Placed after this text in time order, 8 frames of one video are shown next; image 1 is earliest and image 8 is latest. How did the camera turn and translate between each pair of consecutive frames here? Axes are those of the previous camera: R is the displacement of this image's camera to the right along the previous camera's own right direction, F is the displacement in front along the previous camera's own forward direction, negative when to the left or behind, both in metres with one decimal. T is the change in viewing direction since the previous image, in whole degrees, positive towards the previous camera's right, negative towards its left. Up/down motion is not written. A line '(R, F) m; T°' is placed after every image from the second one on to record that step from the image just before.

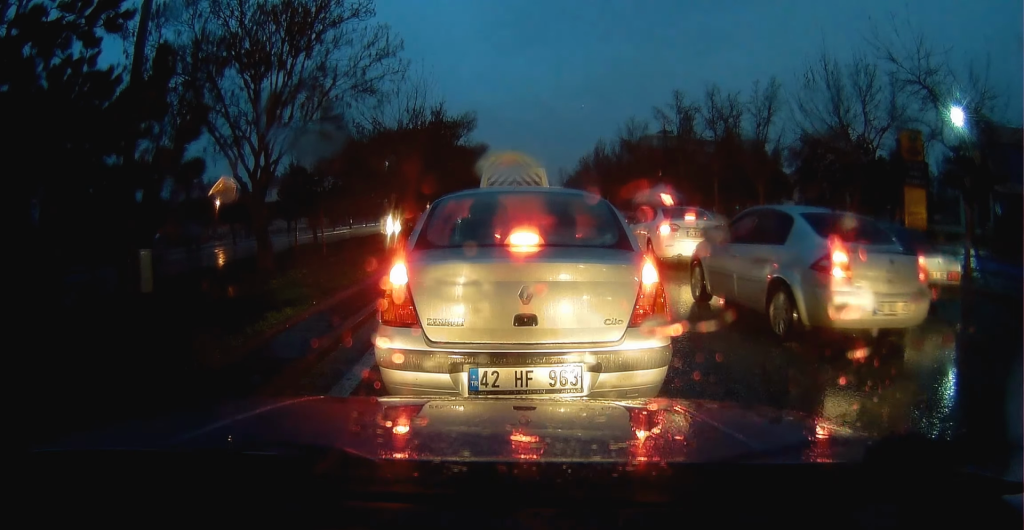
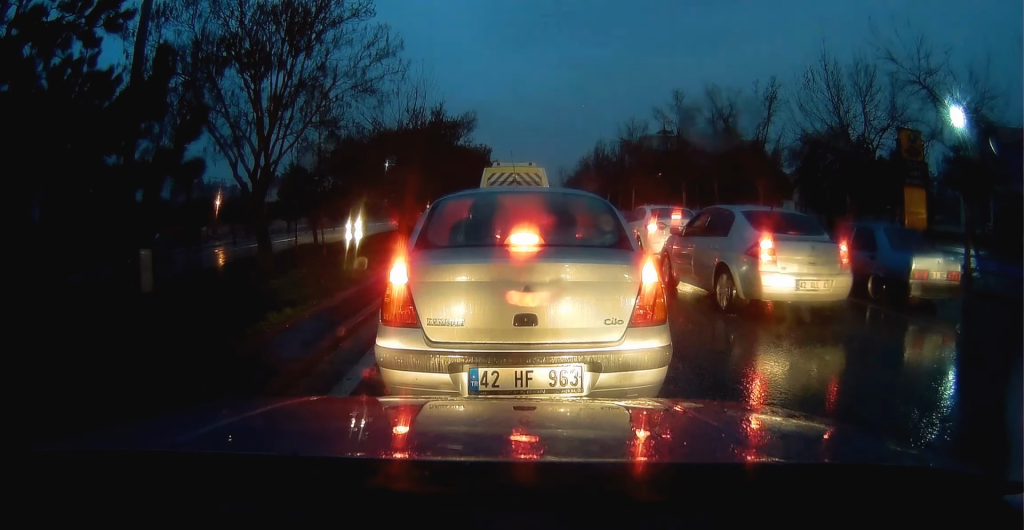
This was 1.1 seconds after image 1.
(0.0, 0.0) m; 0°
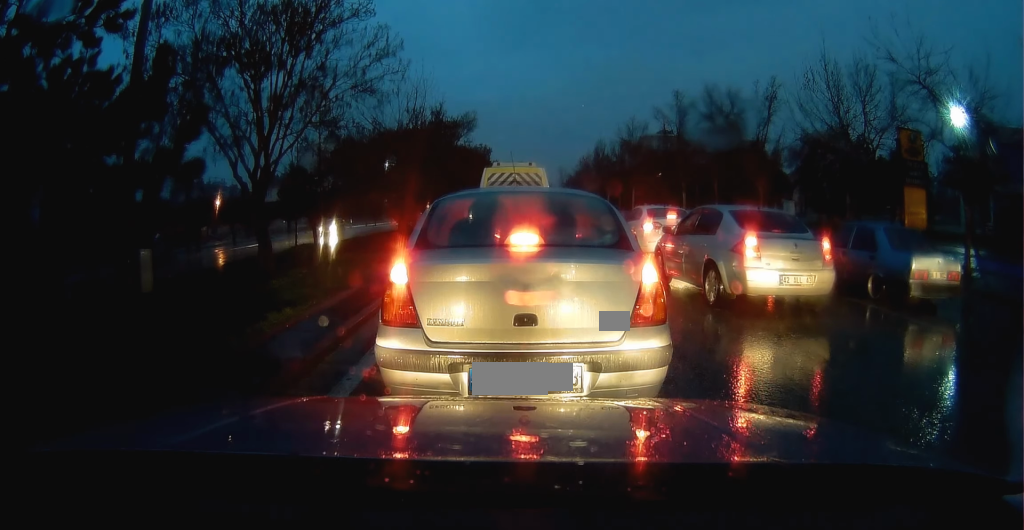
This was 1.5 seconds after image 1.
(0.0, 0.0) m; 0°
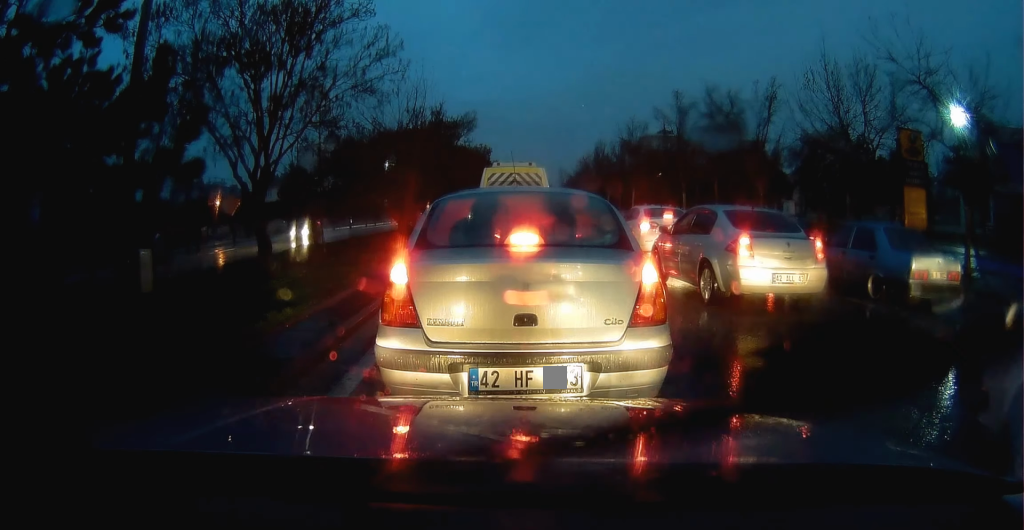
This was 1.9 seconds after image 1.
(0.0, 0.0) m; 0°
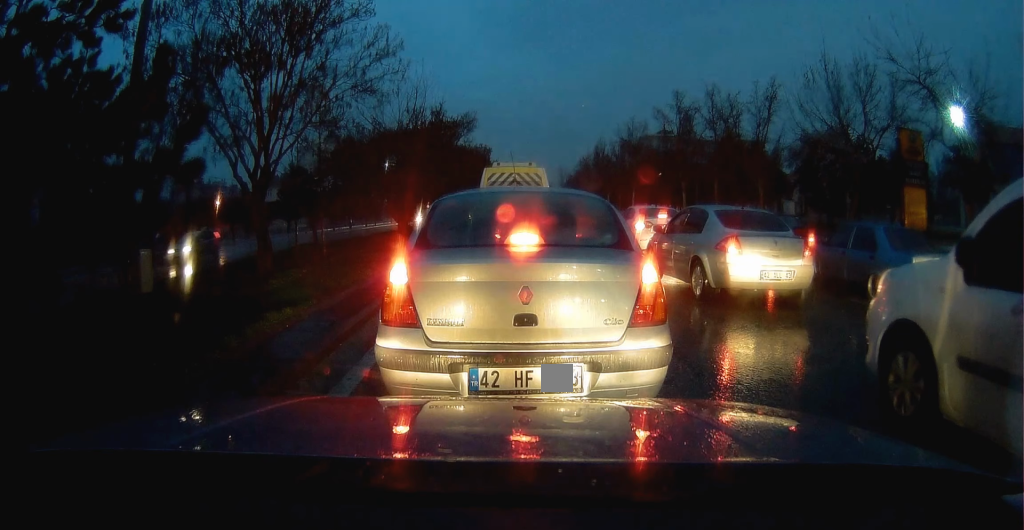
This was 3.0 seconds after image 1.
(0.0, 0.0) m; 0°
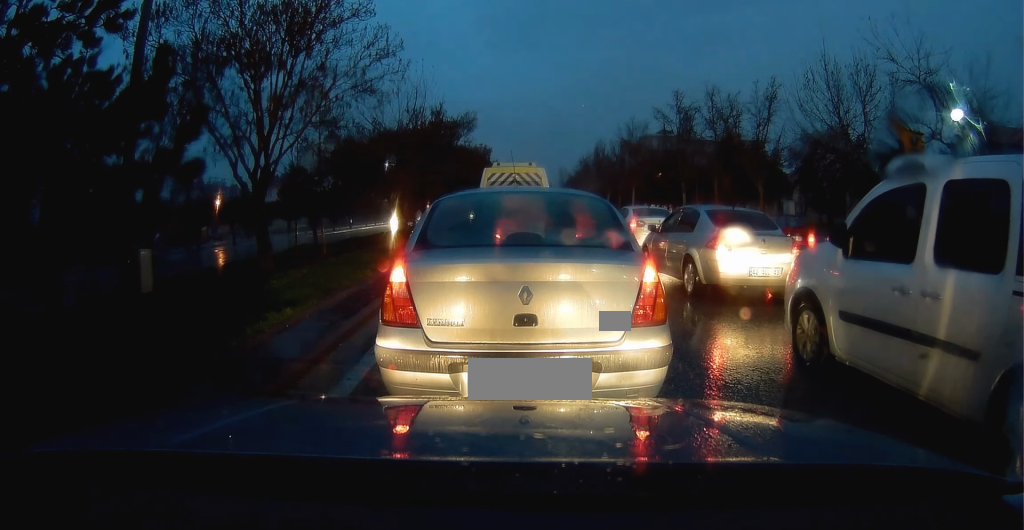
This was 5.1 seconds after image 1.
(0.0, 0.0) m; 0°
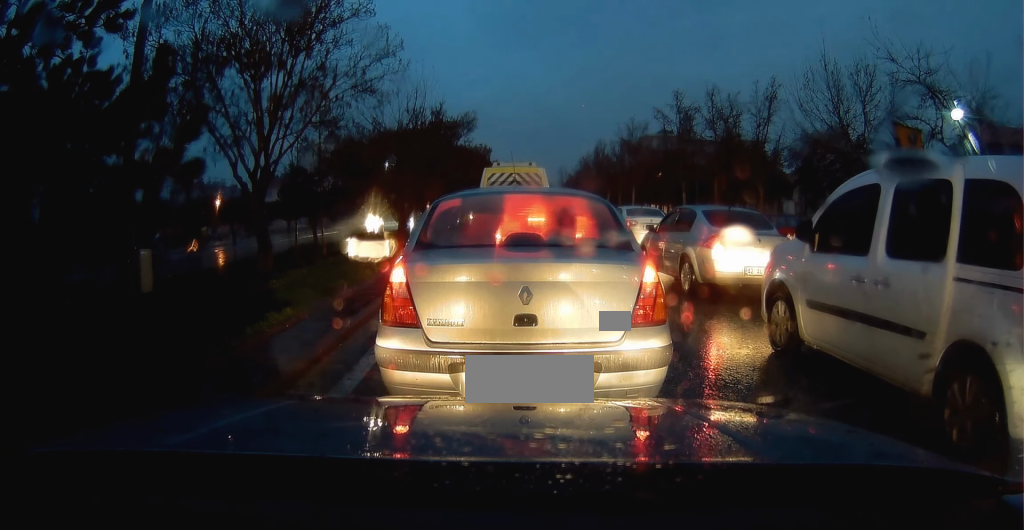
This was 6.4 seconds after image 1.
(0.0, 0.0) m; 0°
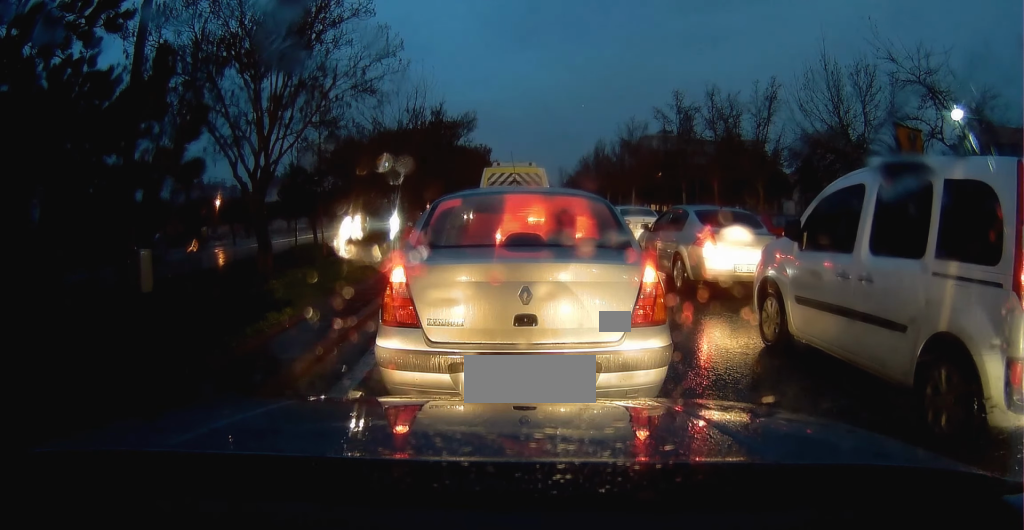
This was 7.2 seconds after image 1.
(0.0, 0.0) m; 0°
